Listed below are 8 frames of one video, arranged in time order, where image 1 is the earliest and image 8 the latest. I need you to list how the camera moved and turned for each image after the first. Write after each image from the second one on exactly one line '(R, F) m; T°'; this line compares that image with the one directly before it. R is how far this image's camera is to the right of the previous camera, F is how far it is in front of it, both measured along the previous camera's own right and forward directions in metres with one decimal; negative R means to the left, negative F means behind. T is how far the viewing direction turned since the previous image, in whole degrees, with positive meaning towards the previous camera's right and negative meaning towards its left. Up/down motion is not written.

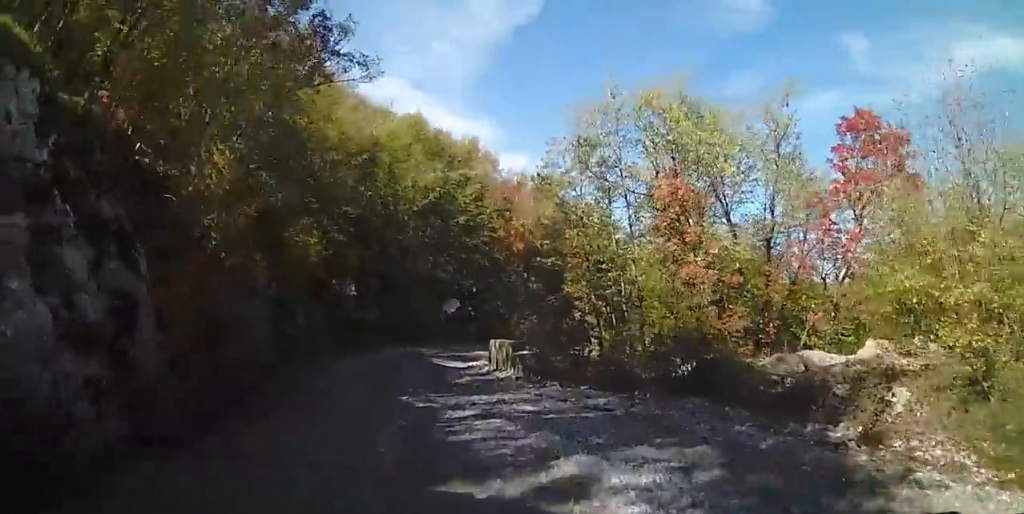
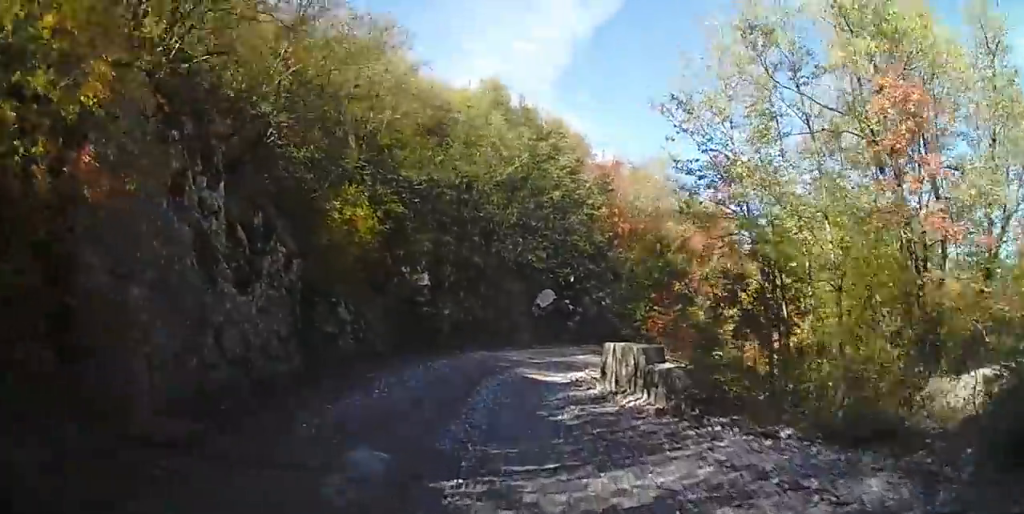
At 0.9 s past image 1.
(-1.2, +5.8) m; -10°
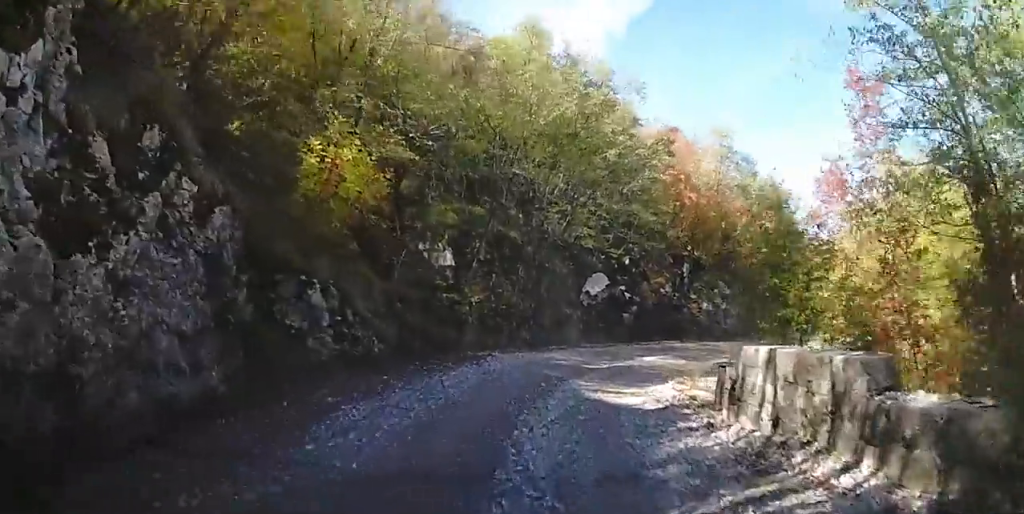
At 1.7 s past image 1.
(-0.2, +5.6) m; -1°
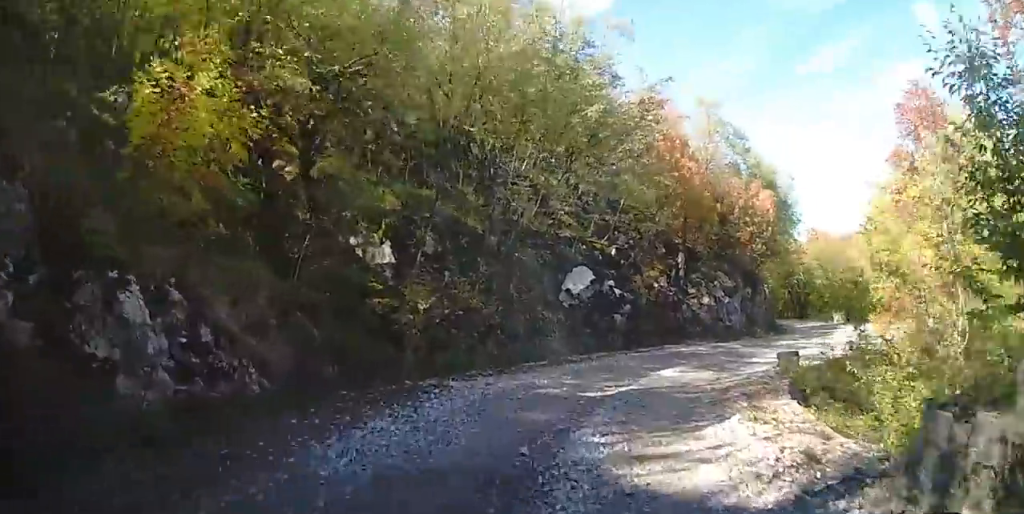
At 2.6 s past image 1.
(+0.1, +5.1) m; +7°
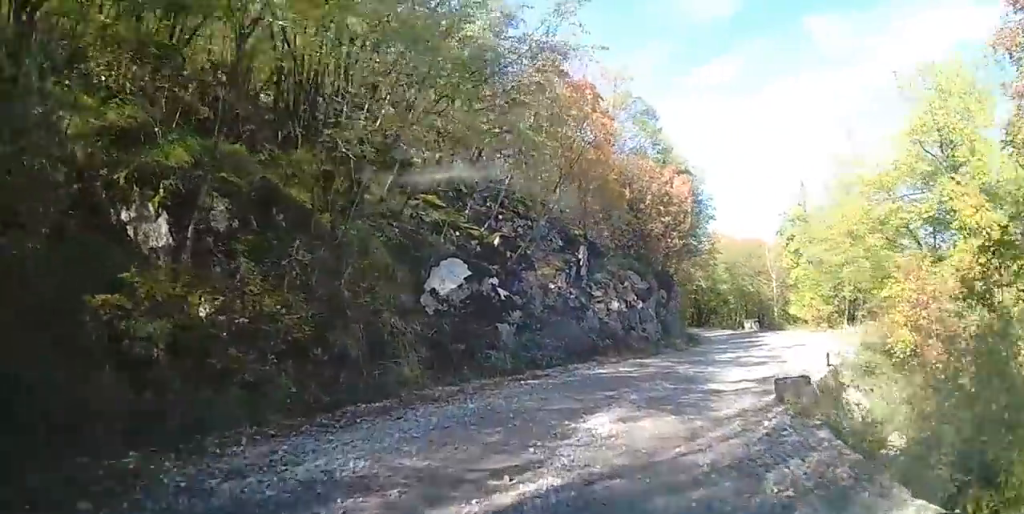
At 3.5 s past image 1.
(+0.5, +5.2) m; +15°
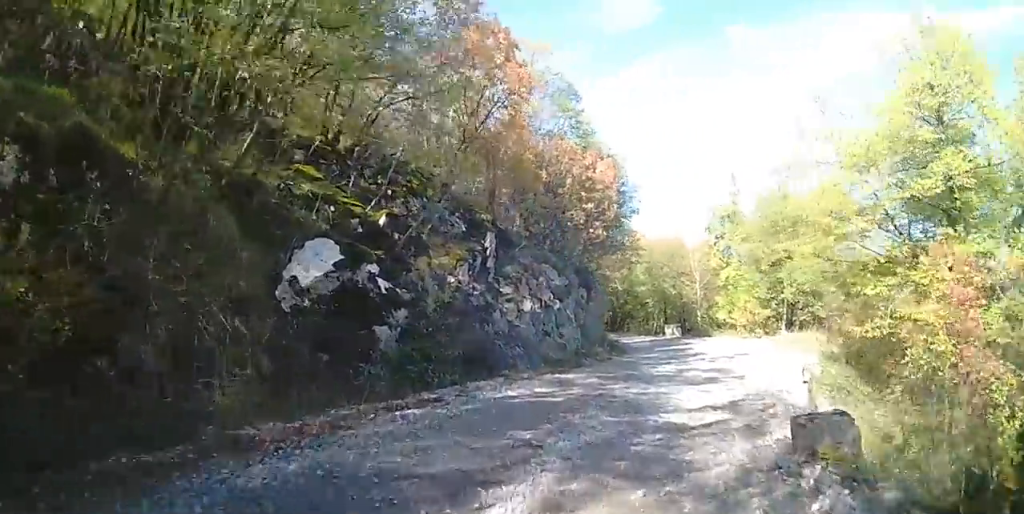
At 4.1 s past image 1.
(+0.2, +3.1) m; +11°
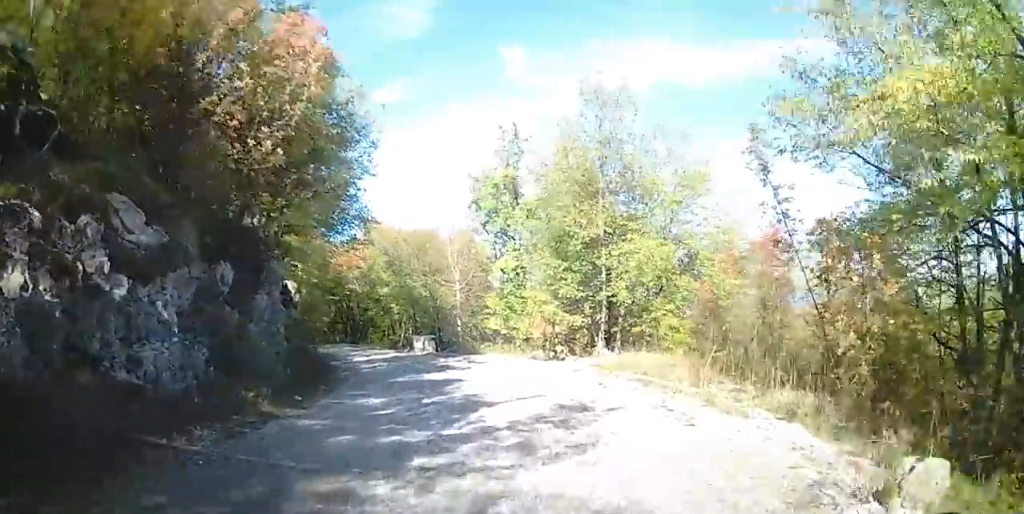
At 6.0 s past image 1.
(+1.4, +10.4) m; +8°
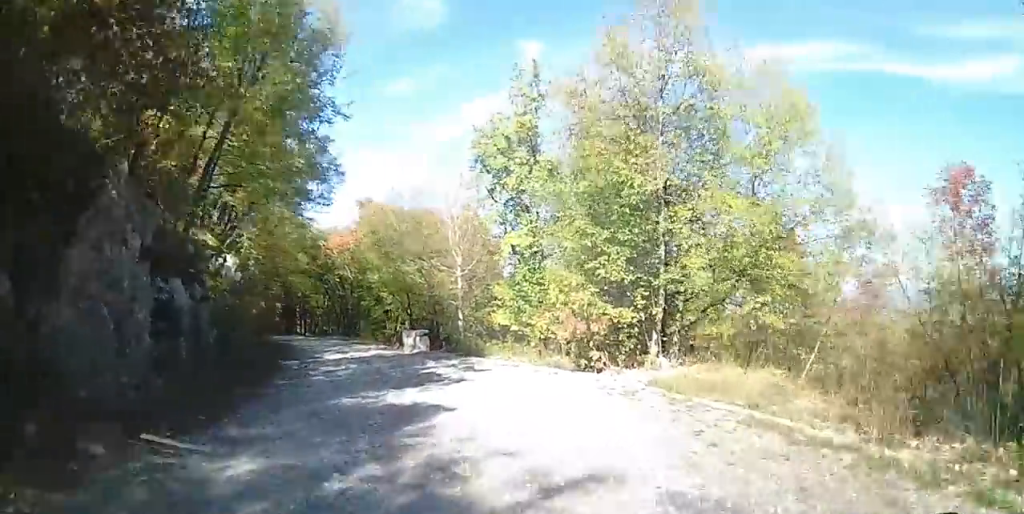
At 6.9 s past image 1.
(0.0, +5.3) m; 0°
